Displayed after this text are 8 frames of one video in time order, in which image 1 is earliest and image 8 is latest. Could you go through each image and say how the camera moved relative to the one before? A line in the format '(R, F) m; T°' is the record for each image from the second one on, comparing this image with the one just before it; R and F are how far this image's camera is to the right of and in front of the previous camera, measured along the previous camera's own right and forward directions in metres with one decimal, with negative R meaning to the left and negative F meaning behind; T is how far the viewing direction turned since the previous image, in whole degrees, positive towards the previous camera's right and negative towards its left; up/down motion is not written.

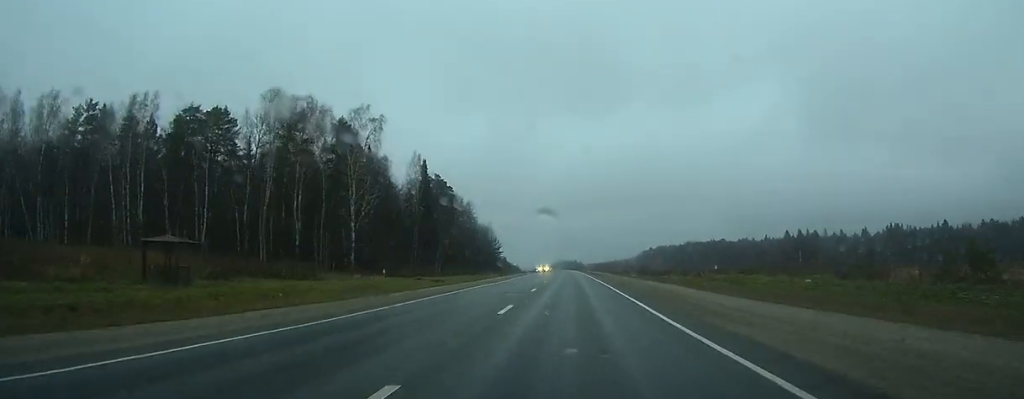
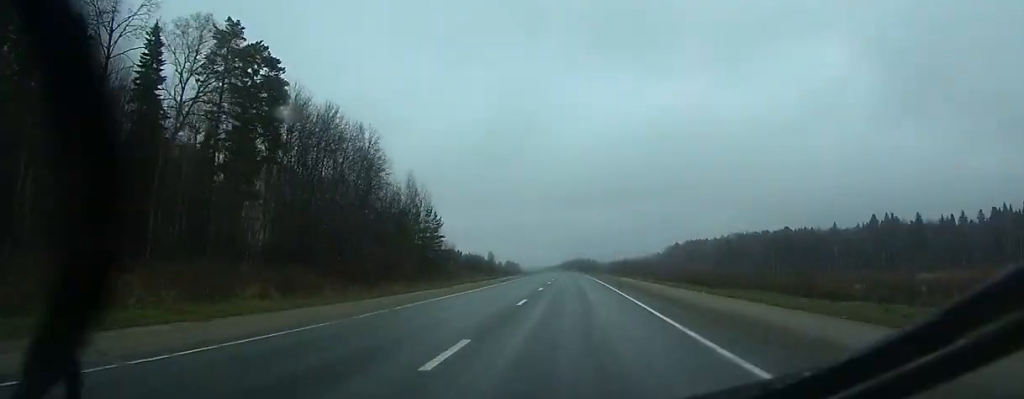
(-0.7, +104.3) m; -1°
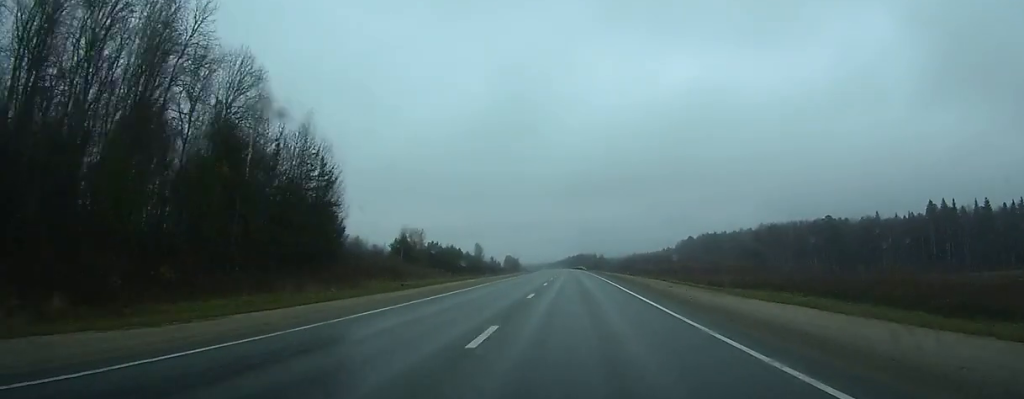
(-0.2, +46.1) m; 0°
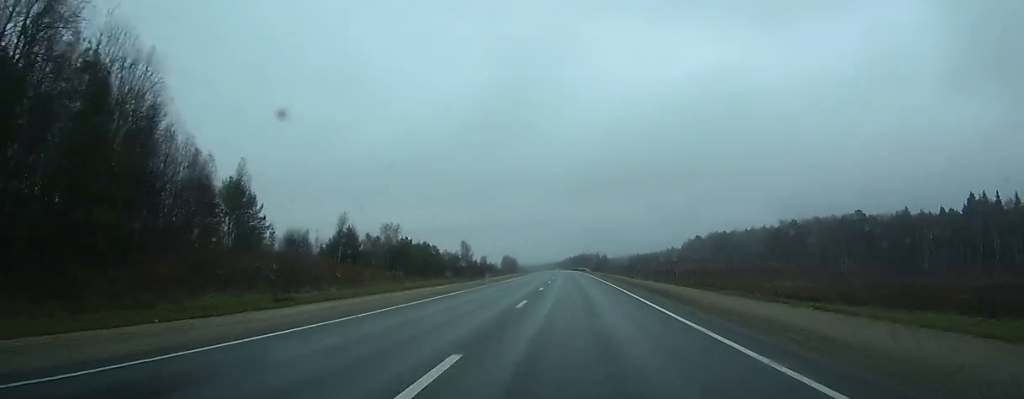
(-0.1, +27.6) m; 0°
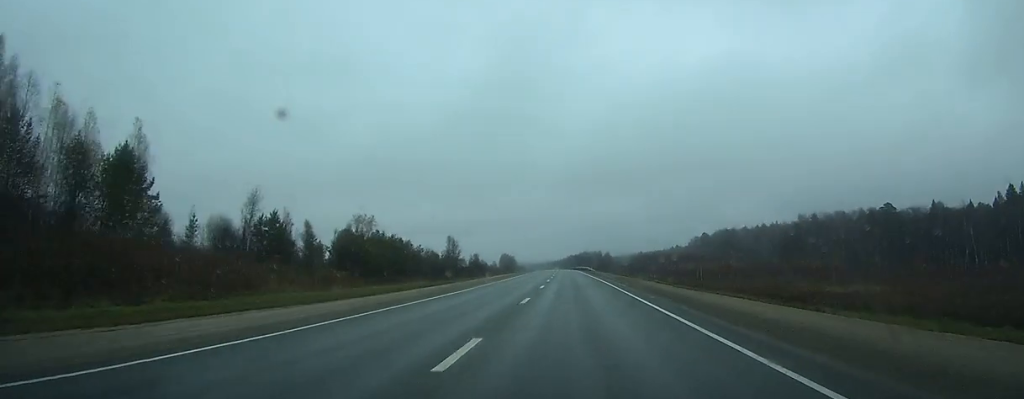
(-0.1, +22.1) m; 0°
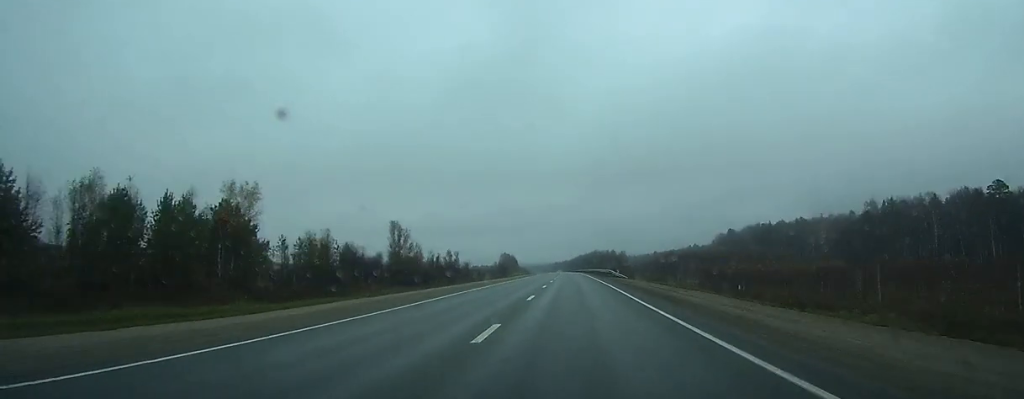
(-0.2, +57.2) m; 0°
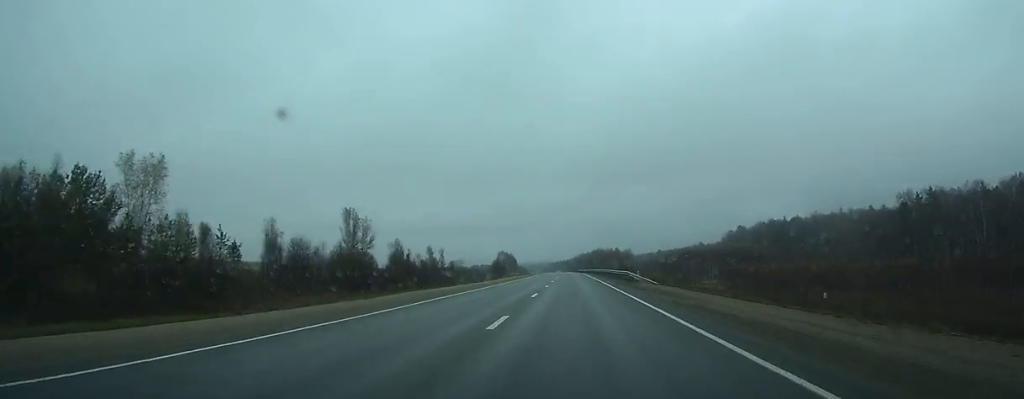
(+0.1, +22.2) m; 0°
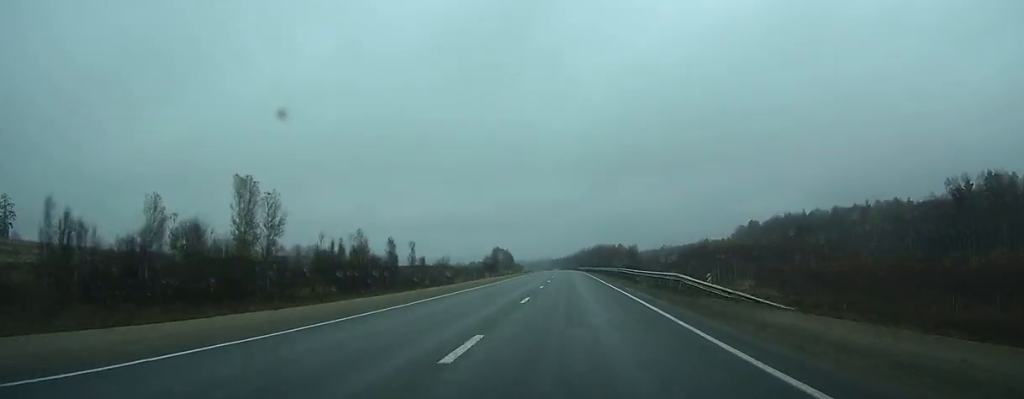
(-0.2, +27.9) m; 0°
